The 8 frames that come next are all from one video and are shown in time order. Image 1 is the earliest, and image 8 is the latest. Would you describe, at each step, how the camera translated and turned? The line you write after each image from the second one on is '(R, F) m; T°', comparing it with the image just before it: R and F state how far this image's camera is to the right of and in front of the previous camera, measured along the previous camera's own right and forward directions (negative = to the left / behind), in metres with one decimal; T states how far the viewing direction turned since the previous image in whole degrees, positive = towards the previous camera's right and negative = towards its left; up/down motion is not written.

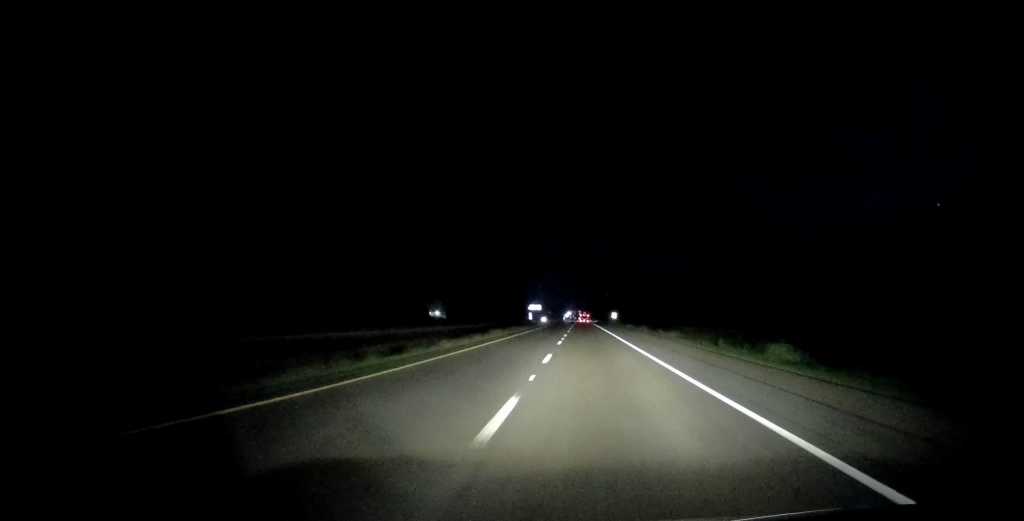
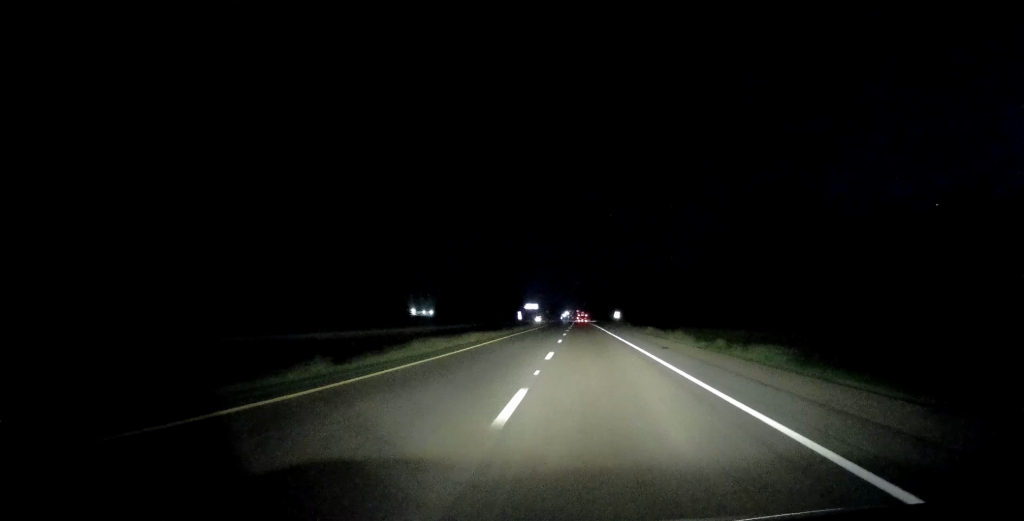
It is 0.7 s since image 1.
(-0.3, +23.2) m; -1°
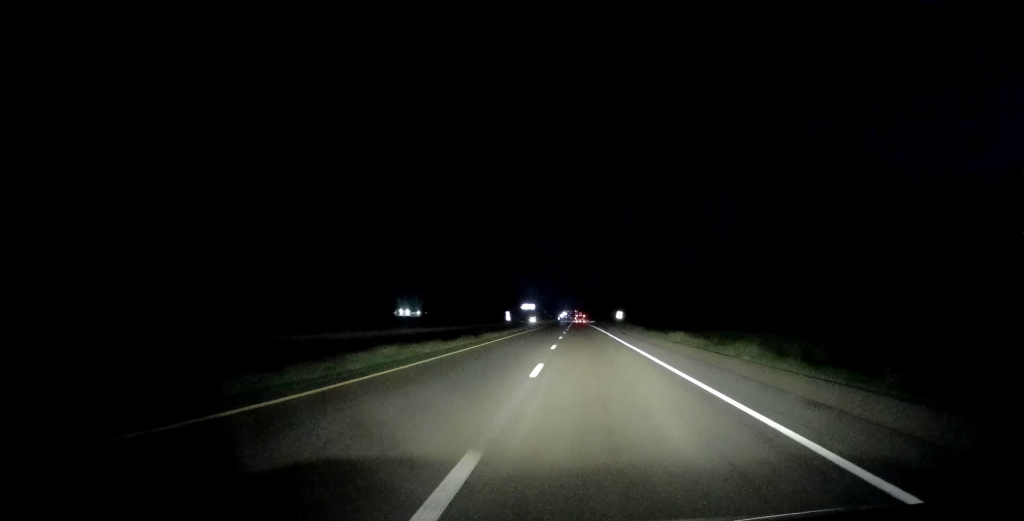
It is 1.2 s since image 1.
(-0.1, +17.6) m; 0°
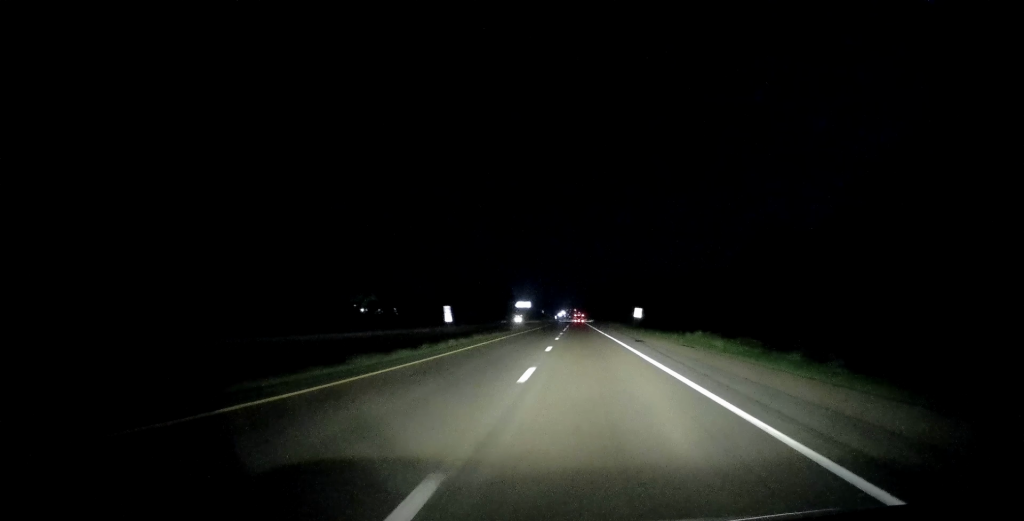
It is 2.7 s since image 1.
(0.0, +49.5) m; +1°
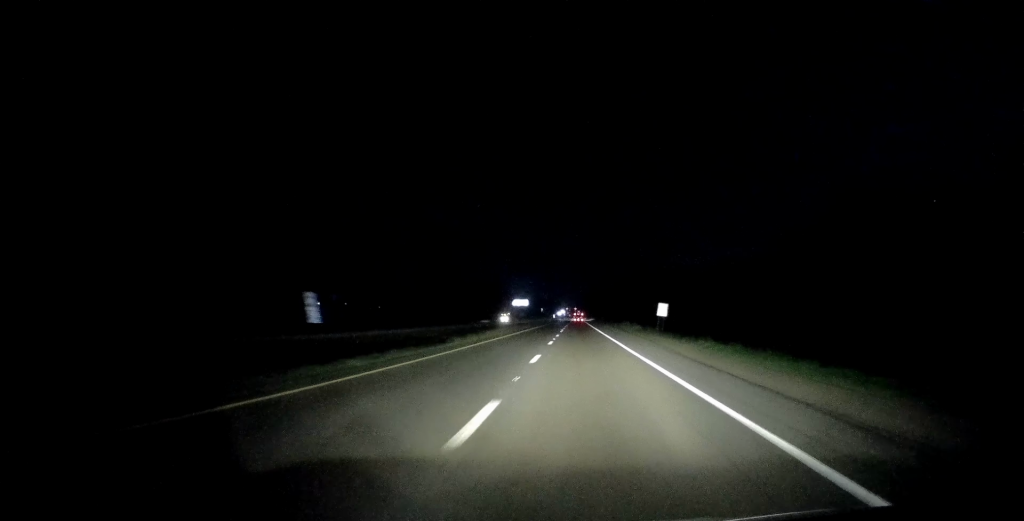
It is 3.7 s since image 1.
(+0.4, +30.8) m; 0°
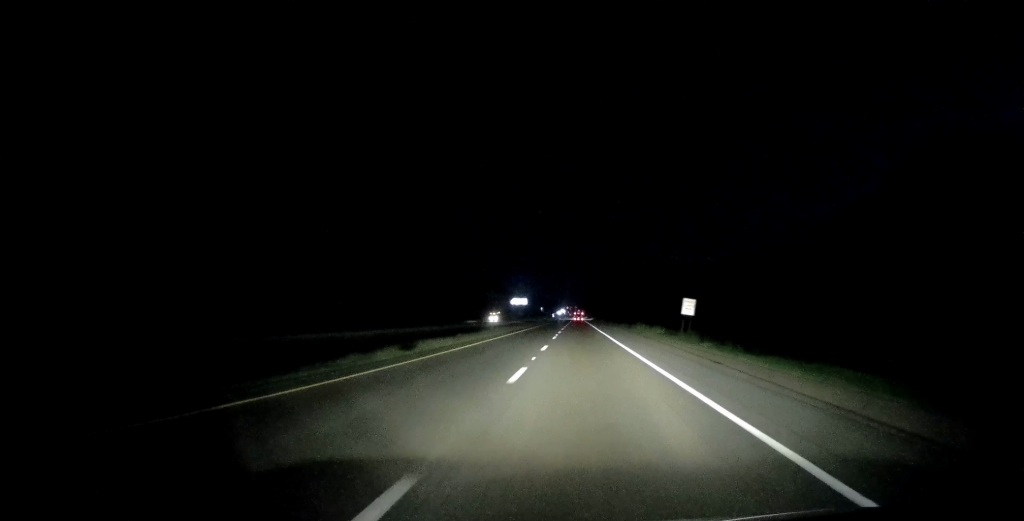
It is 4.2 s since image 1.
(0.0, +17.6) m; 0°
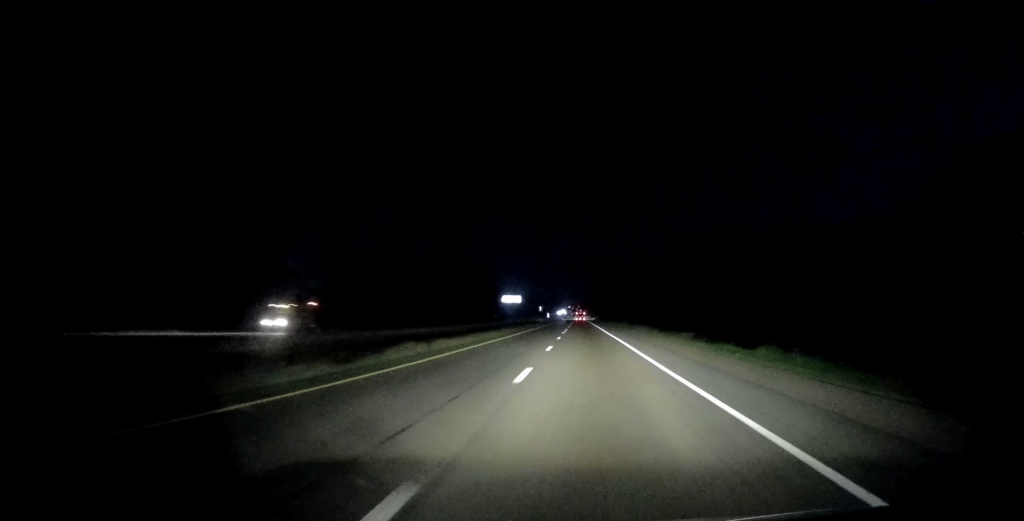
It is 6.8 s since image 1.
(-0.9, +85.7) m; 0°
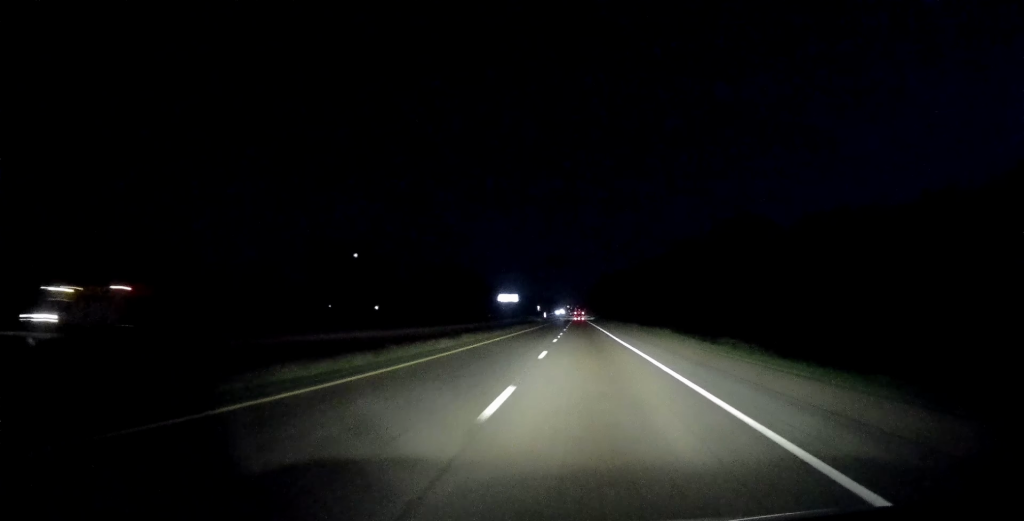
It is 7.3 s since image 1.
(+0.2, +16.5) m; 0°
